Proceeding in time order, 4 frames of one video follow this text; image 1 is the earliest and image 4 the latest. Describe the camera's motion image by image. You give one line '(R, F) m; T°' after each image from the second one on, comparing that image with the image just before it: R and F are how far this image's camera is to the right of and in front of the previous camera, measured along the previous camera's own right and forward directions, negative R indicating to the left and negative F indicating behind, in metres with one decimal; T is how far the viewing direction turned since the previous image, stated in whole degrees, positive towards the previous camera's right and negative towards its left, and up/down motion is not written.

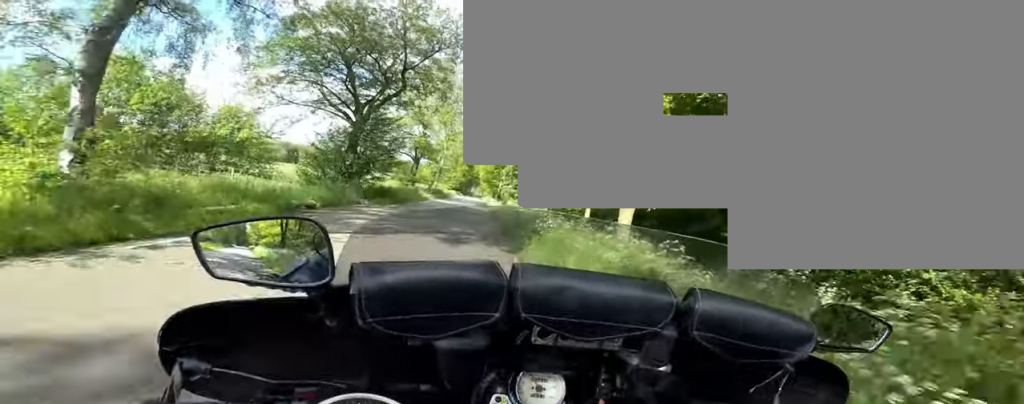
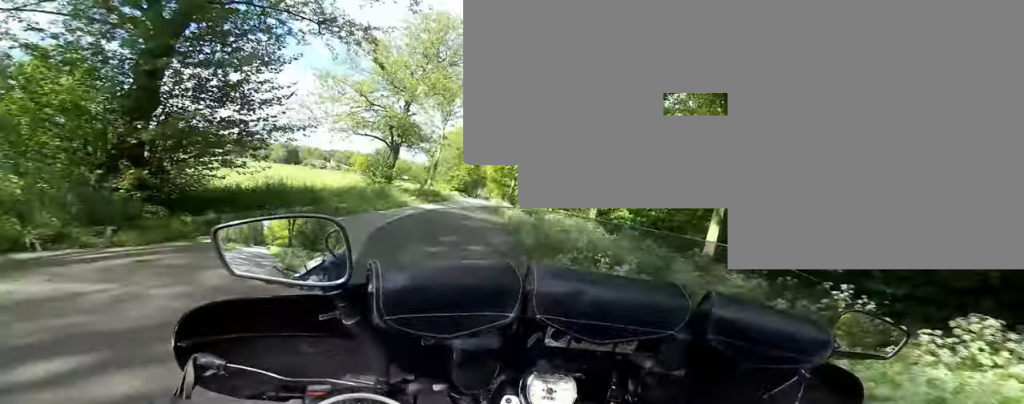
(-0.2, +11.2) m; -3°
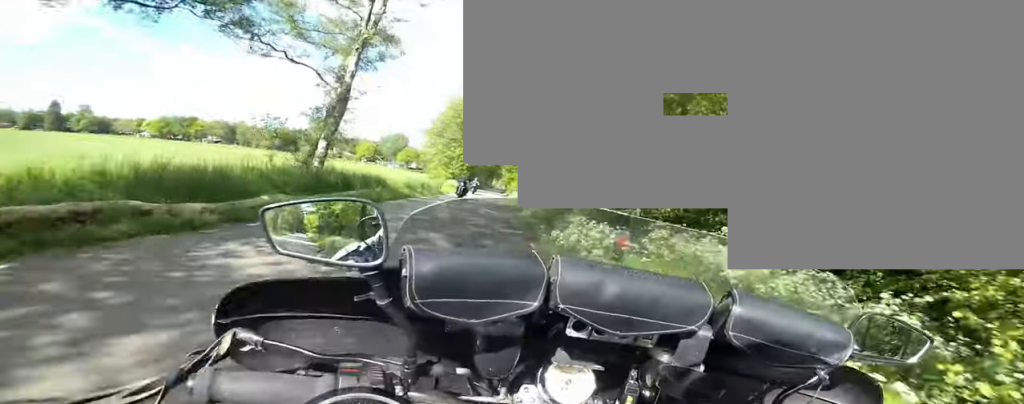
(-1.6, +23.7) m; -1°
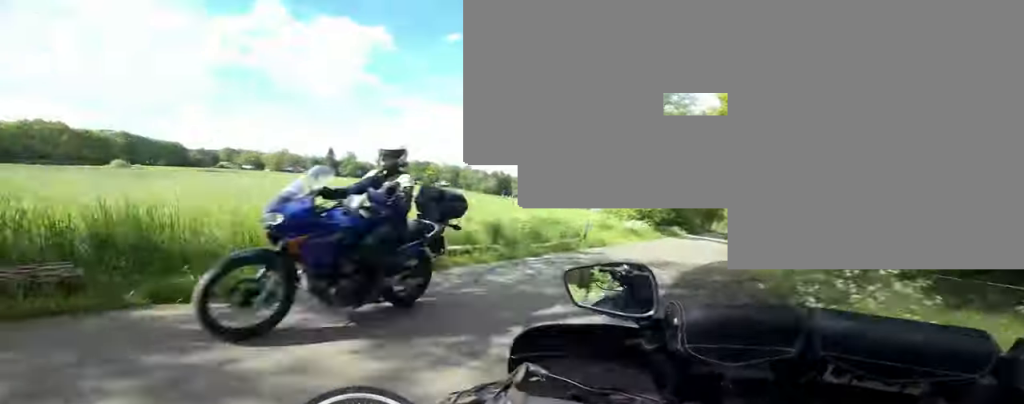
(+0.9, +15.0) m; -1°
